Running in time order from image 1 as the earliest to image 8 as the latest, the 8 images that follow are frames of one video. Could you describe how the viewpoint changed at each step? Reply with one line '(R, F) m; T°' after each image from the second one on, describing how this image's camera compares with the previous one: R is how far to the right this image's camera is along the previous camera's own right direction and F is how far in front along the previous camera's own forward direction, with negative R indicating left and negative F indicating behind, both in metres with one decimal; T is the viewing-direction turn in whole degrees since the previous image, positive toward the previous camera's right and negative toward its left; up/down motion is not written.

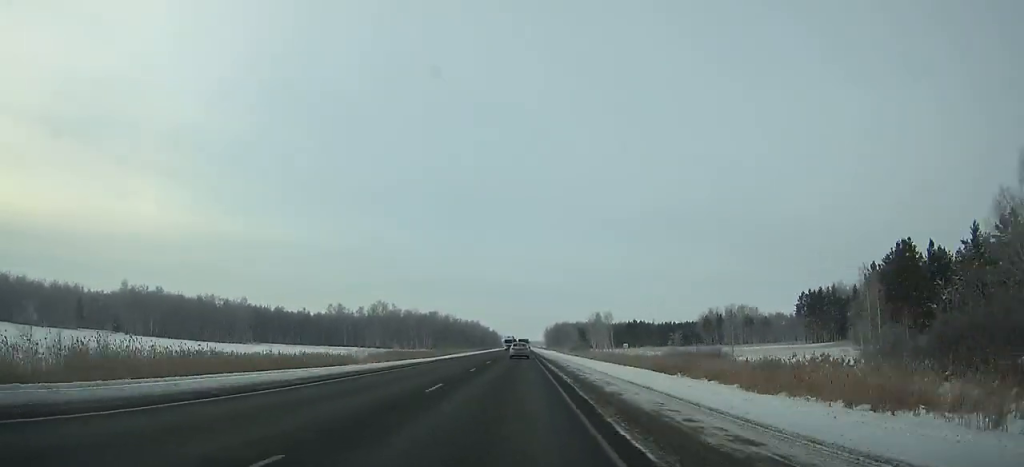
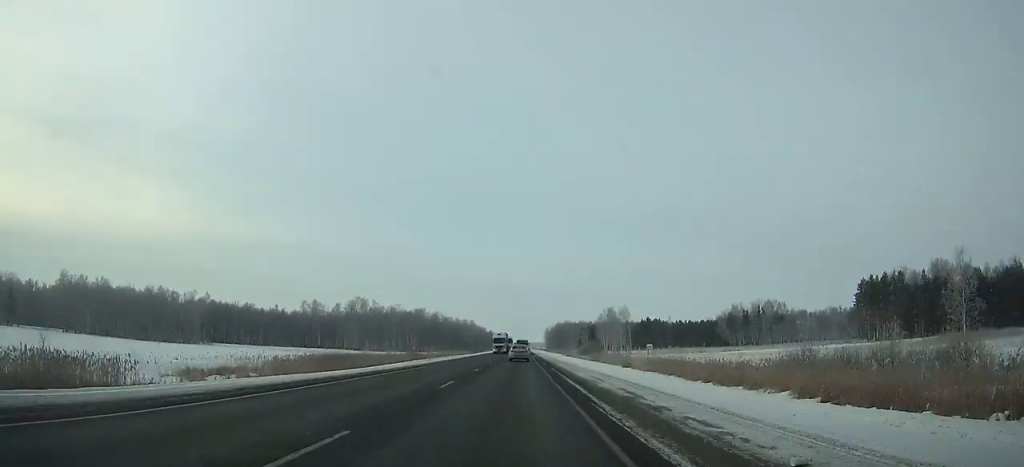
(0.0, +33.5) m; 0°
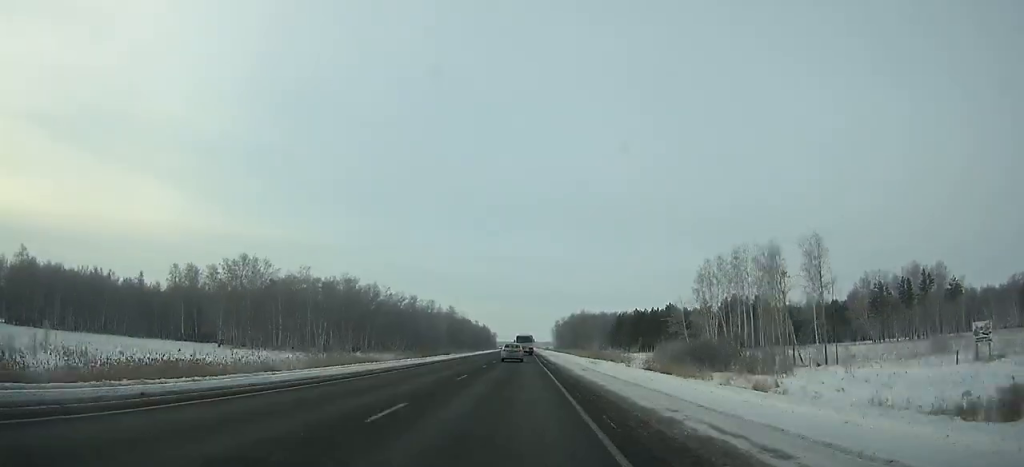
(-0.1, +100.7) m; 0°
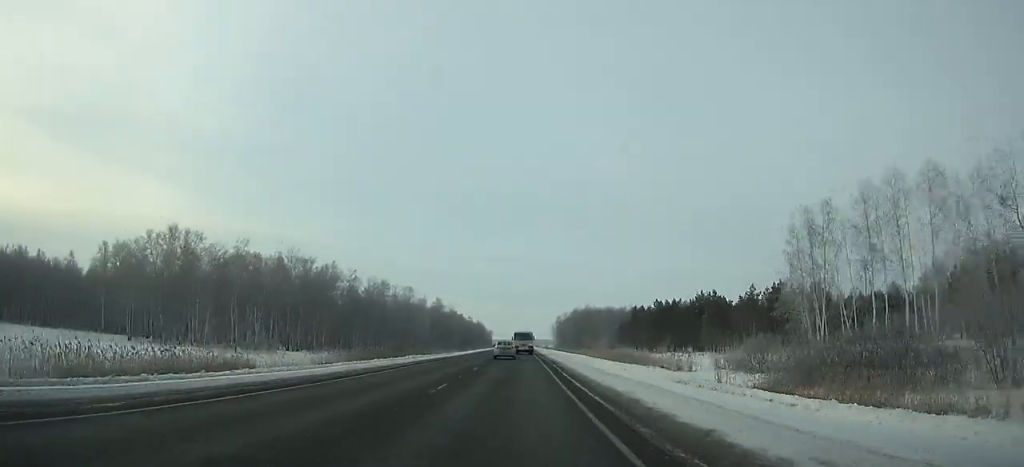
(-0.1, +29.6) m; 0°
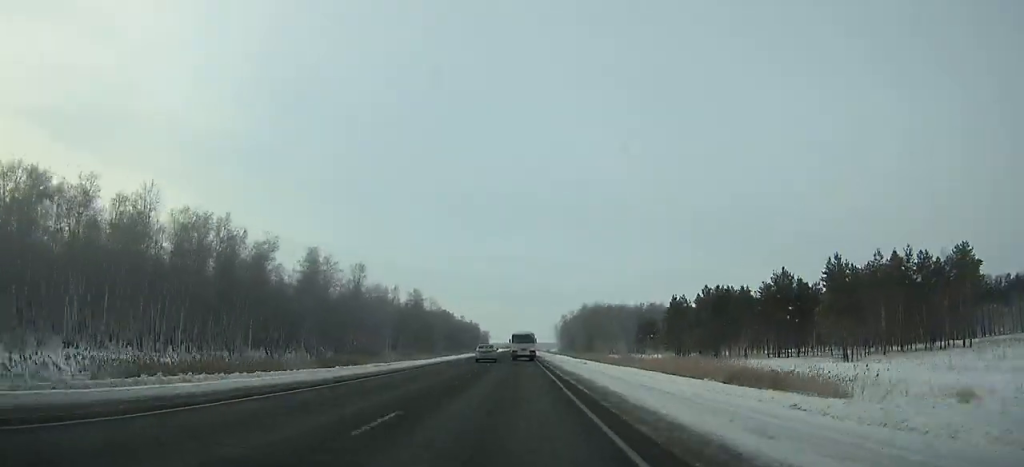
(0.0, +40.6) m; 0°
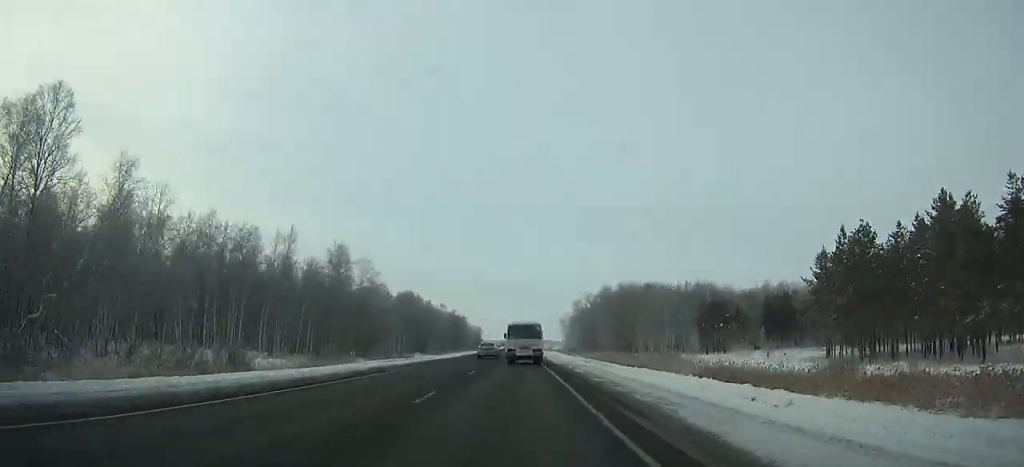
(-0.1, +65.6) m; 0°
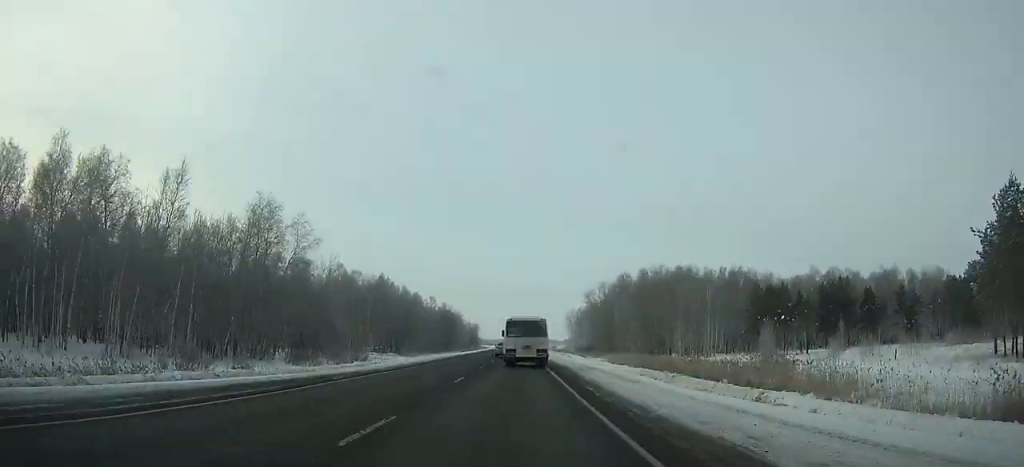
(0.0, +30.0) m; 0°
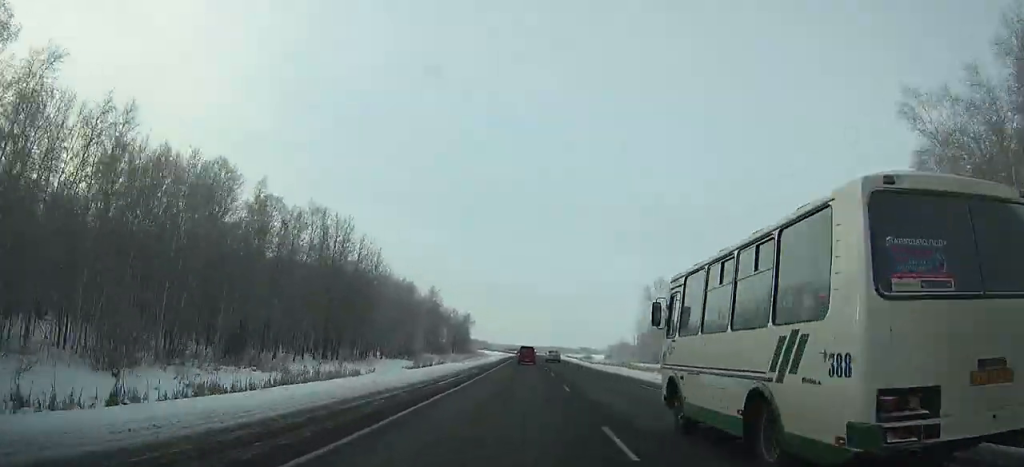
(+0.3, +139.3) m; +2°
